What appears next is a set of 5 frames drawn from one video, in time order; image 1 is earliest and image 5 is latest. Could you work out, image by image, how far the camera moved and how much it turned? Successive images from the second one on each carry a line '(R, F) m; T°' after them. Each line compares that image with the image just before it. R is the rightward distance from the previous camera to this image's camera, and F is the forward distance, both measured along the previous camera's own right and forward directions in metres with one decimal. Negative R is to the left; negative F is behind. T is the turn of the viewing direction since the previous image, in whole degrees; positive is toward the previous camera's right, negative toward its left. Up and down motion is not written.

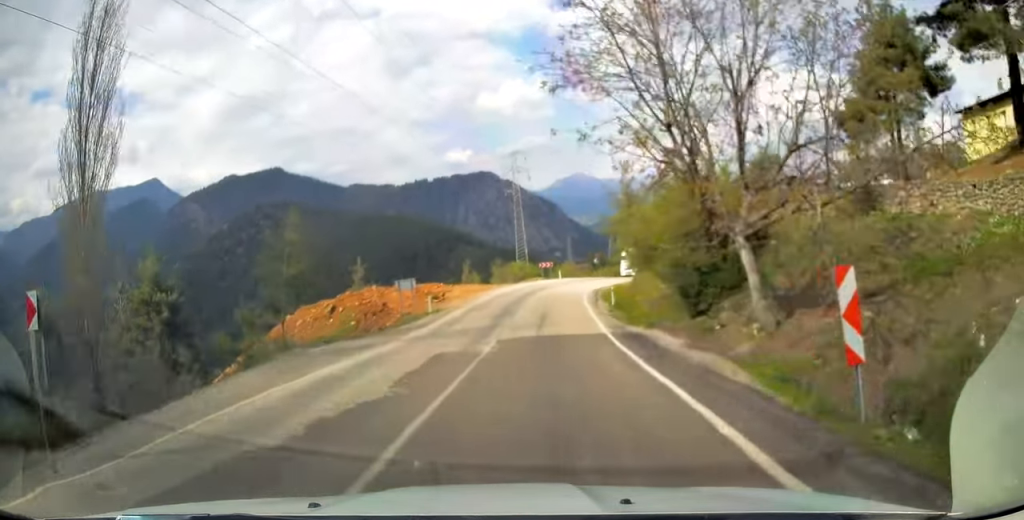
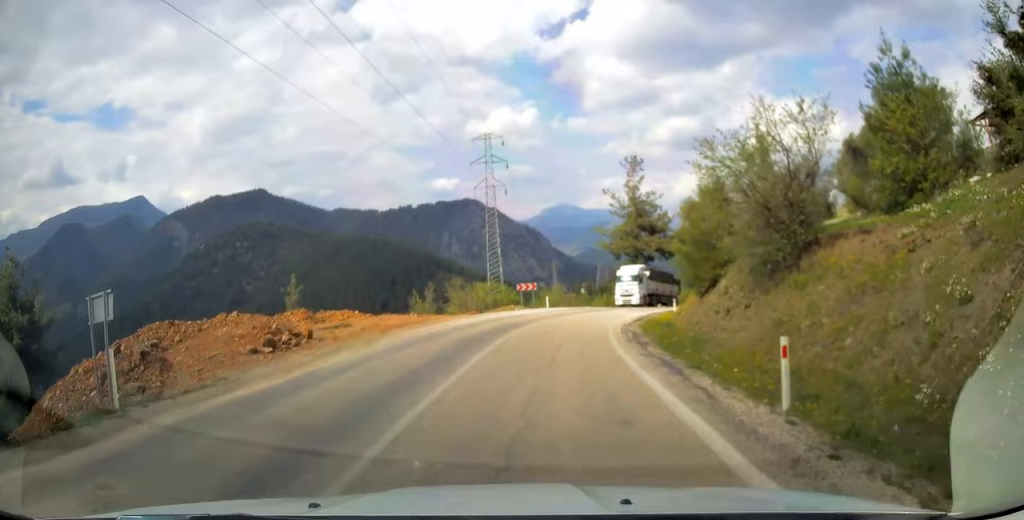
(+0.3, +23.5) m; +3°
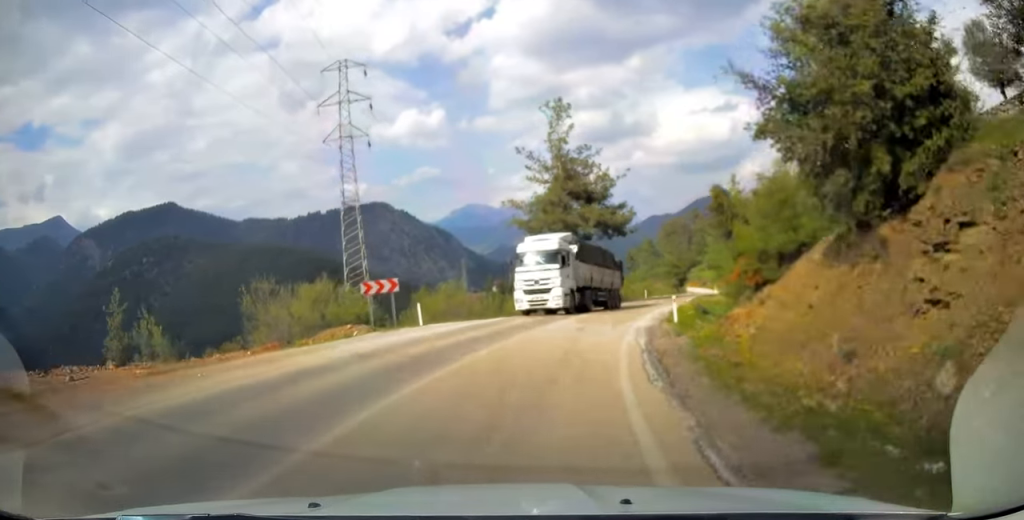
(+1.5, +23.2) m; +8°
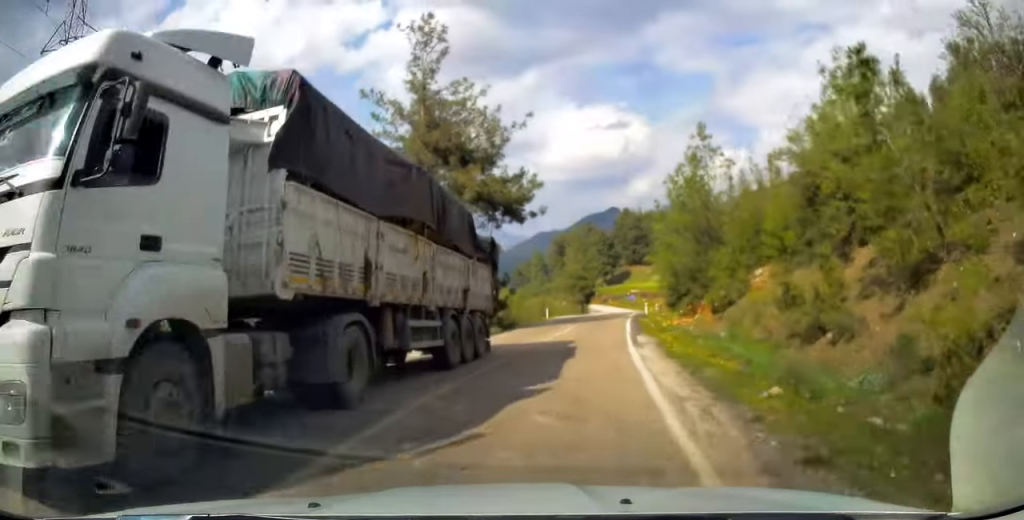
(+1.7, +20.2) m; +9°
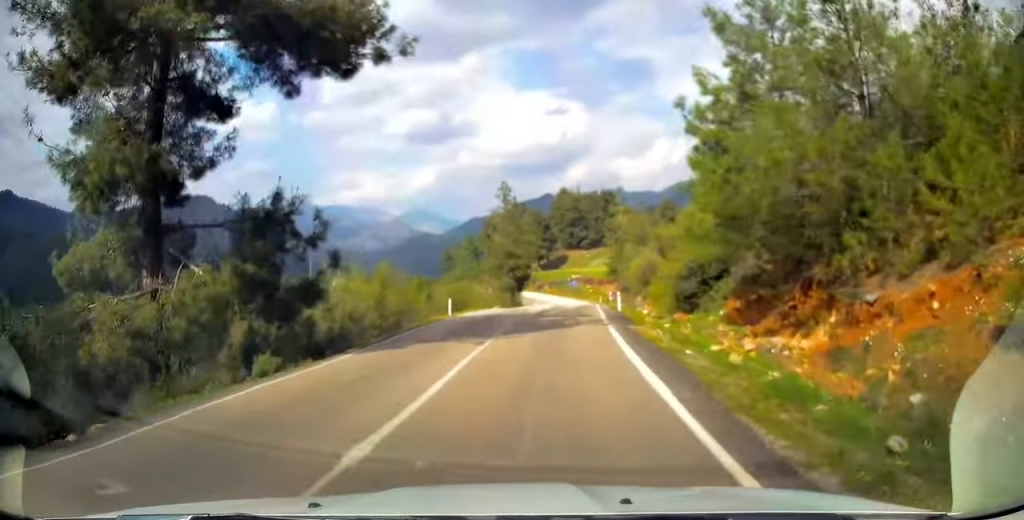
(+1.3, +21.0) m; +6°
